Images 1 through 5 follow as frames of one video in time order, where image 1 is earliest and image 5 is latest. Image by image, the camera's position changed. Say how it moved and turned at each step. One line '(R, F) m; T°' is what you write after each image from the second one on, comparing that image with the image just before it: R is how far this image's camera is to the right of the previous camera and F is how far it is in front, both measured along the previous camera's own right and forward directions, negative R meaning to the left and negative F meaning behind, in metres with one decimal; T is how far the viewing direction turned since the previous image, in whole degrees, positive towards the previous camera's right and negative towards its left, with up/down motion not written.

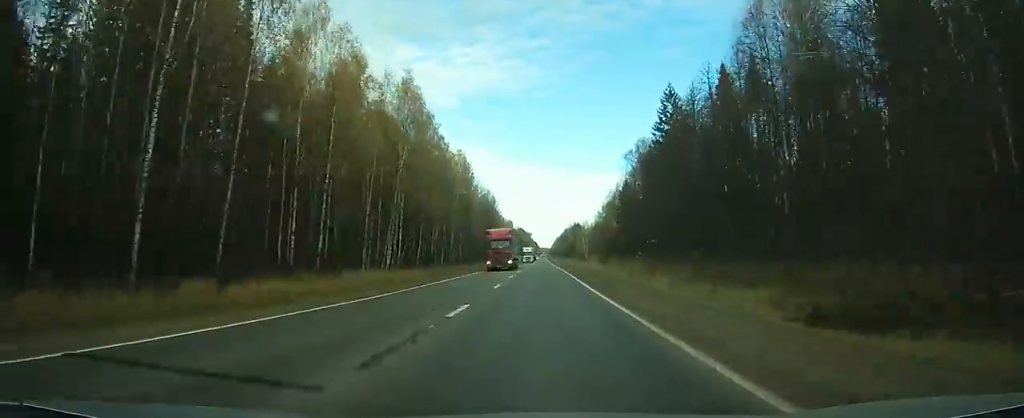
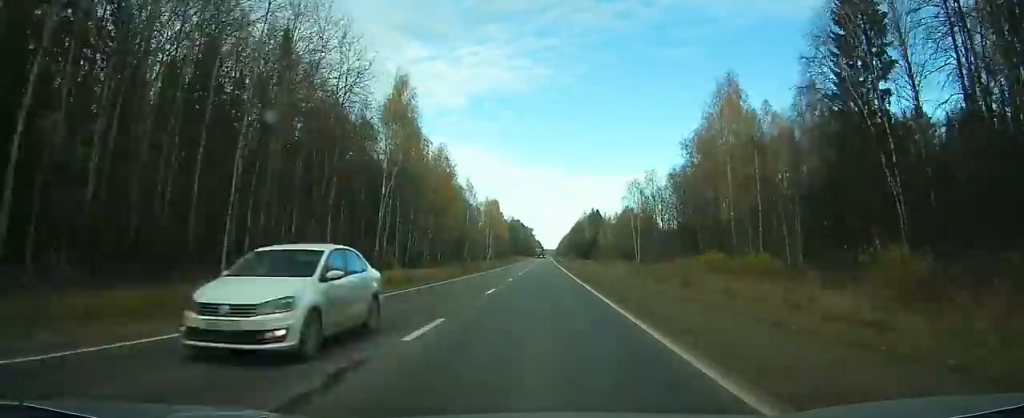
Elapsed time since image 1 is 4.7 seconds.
(+1.1, +123.7) m; 0°
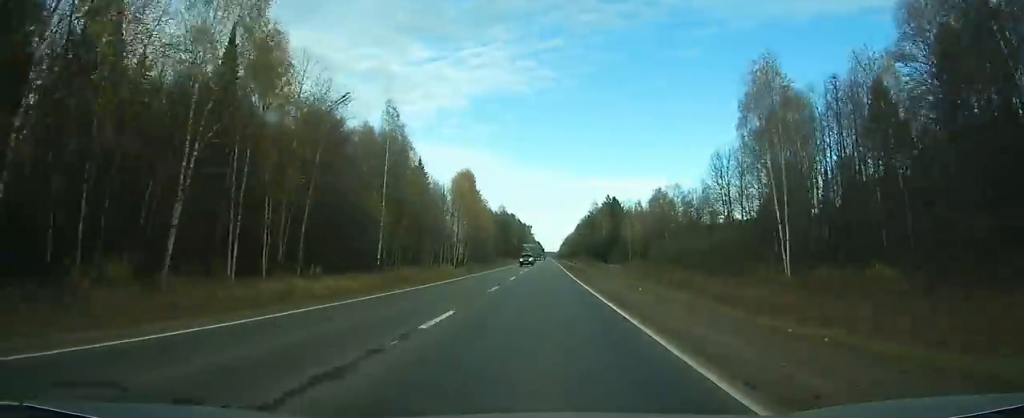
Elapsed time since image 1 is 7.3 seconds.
(+0.1, +70.4) m; 0°
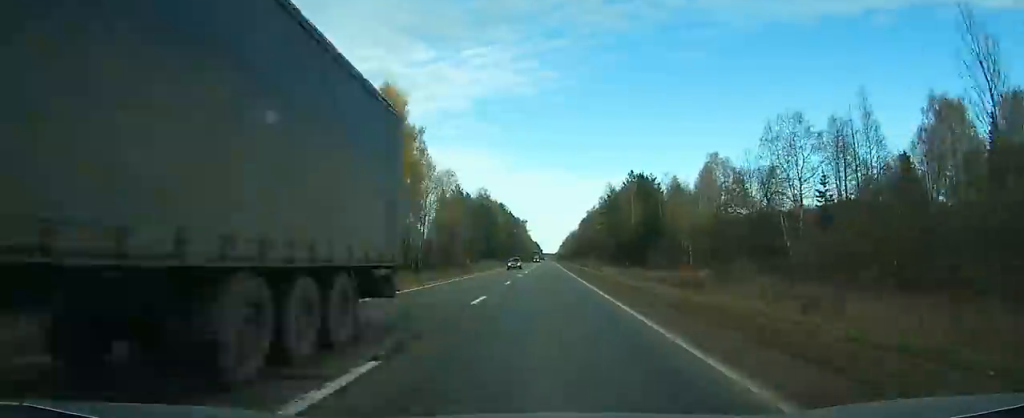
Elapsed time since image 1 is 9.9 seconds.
(-0.2, +66.8) m; -1°
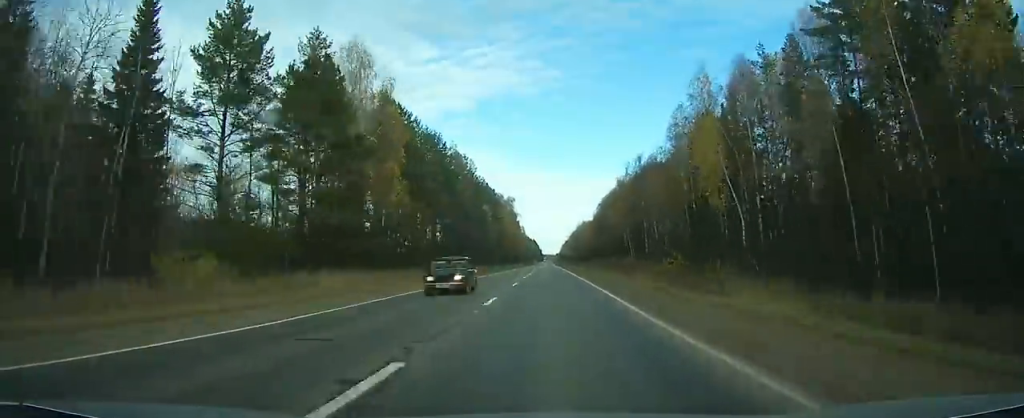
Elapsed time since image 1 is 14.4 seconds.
(-1.2, +120.1) m; -1°
